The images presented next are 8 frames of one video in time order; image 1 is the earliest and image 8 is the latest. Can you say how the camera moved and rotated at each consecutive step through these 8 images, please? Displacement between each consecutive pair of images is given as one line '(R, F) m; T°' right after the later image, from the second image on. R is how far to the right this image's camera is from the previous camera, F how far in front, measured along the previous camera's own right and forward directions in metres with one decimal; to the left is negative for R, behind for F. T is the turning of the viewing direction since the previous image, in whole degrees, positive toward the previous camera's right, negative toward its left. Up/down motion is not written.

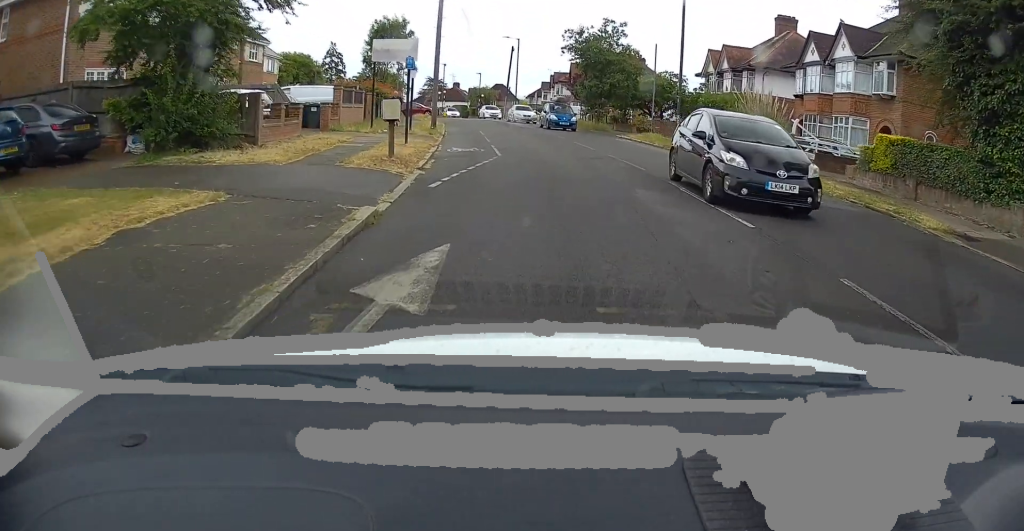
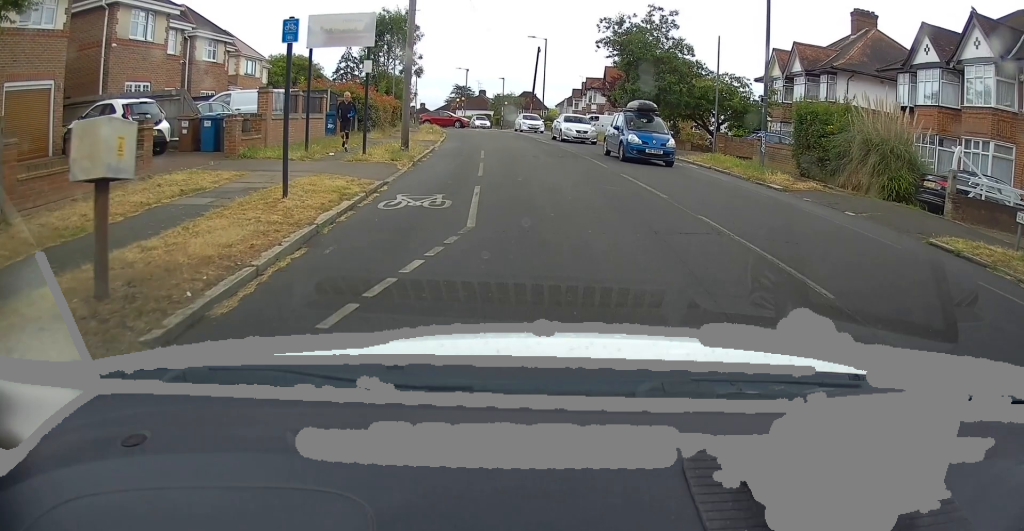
(-0.3, +9.2) m; -2°
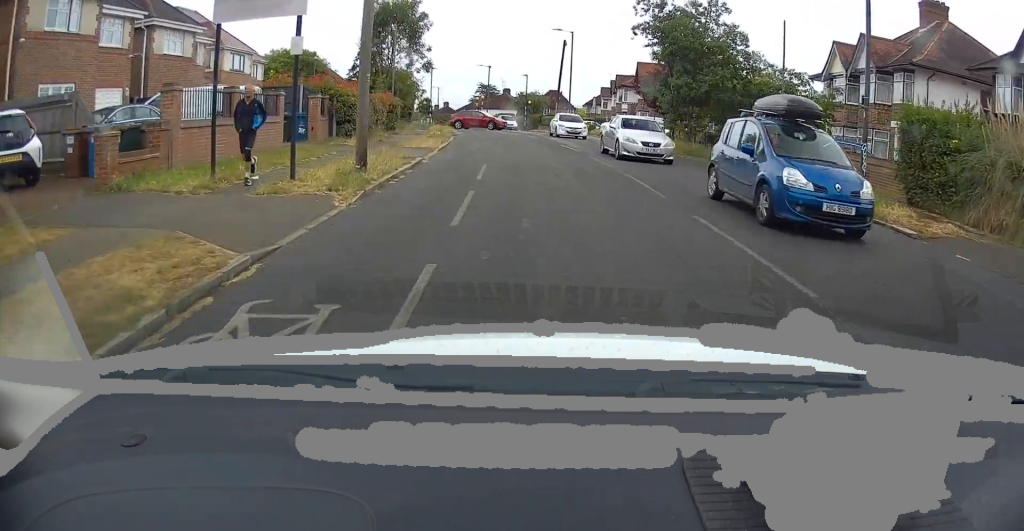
(+0.2, +5.7) m; -1°
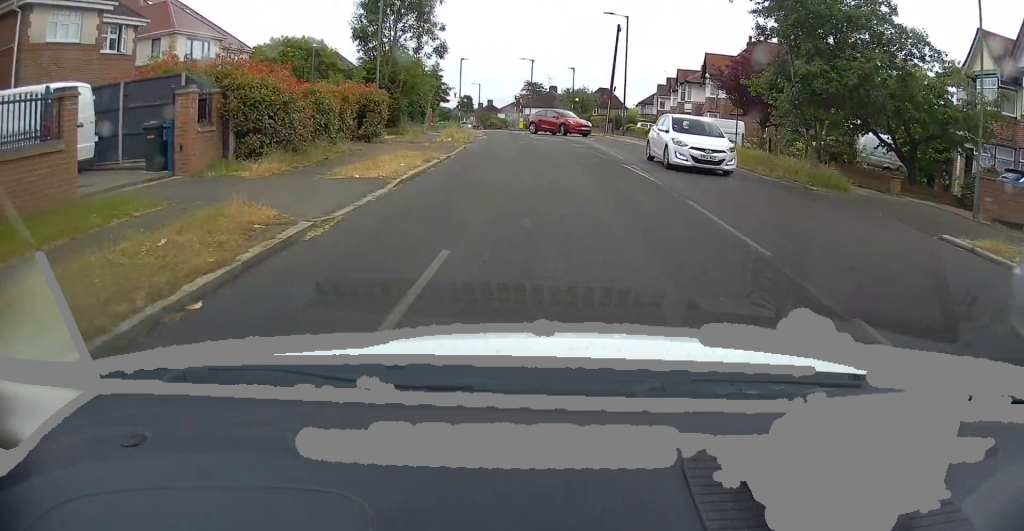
(-0.8, +10.3) m; -8°
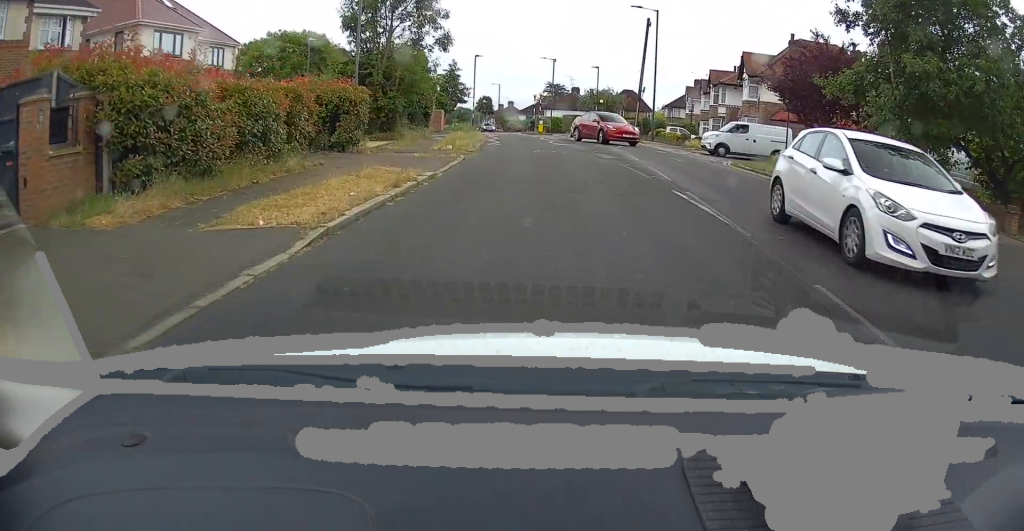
(-0.2, +4.9) m; -2°
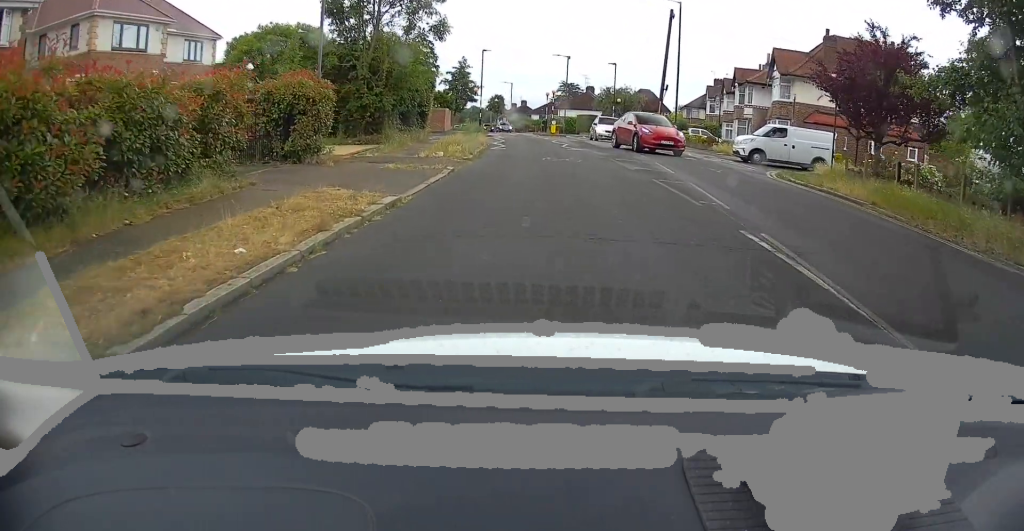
(-0.1, +3.6) m; -1°
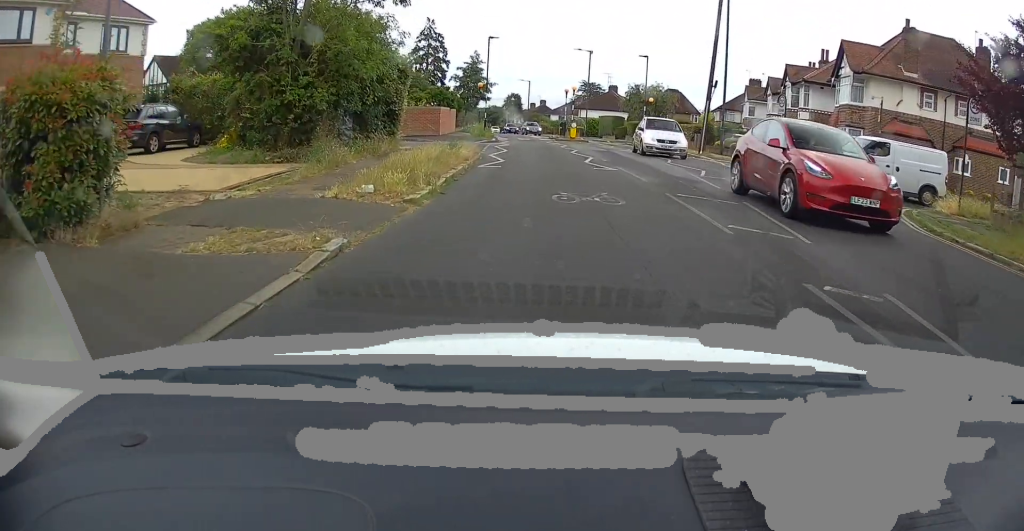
(0.0, +8.0) m; 0°
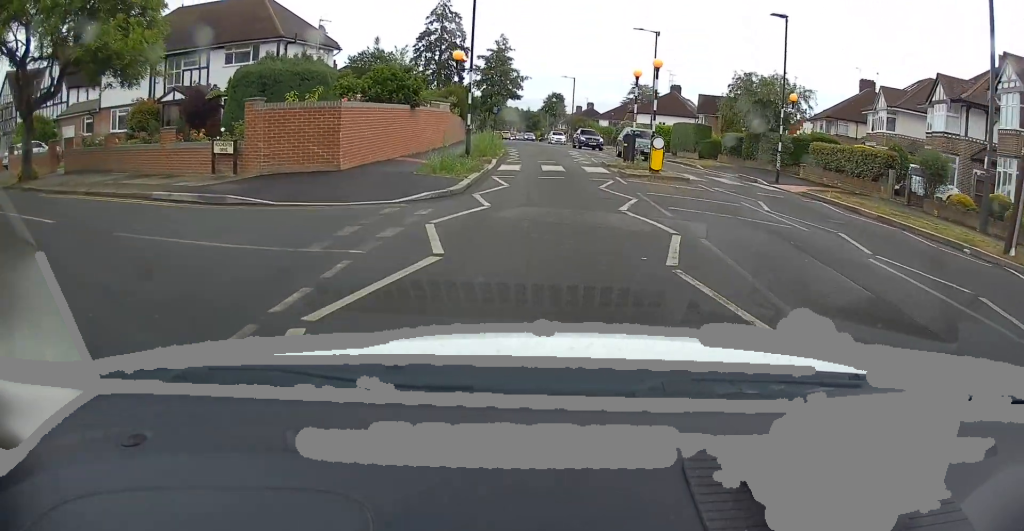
(-0.4, +21.2) m; -3°
